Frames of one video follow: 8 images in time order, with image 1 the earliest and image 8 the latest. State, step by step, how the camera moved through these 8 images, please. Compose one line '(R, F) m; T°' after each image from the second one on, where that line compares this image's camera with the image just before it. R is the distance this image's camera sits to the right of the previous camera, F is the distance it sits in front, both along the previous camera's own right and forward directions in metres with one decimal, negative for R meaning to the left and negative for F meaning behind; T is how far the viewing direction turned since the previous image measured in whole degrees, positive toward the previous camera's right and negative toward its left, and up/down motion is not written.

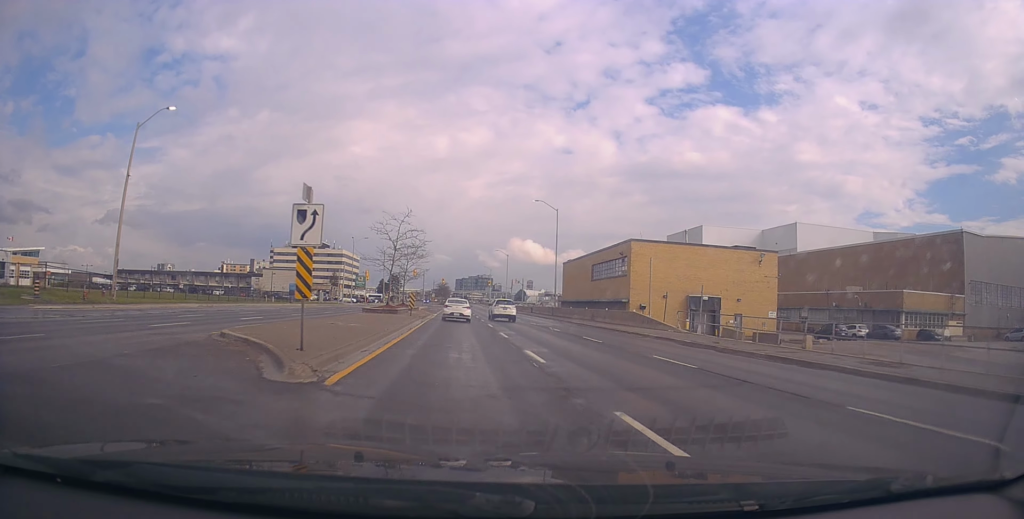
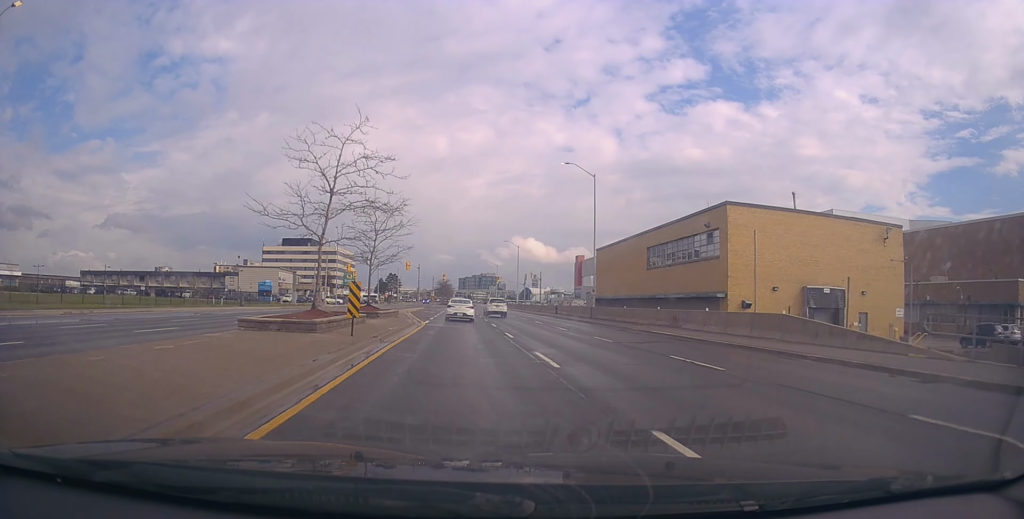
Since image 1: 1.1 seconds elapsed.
(-0.2, +19.8) m; +2°
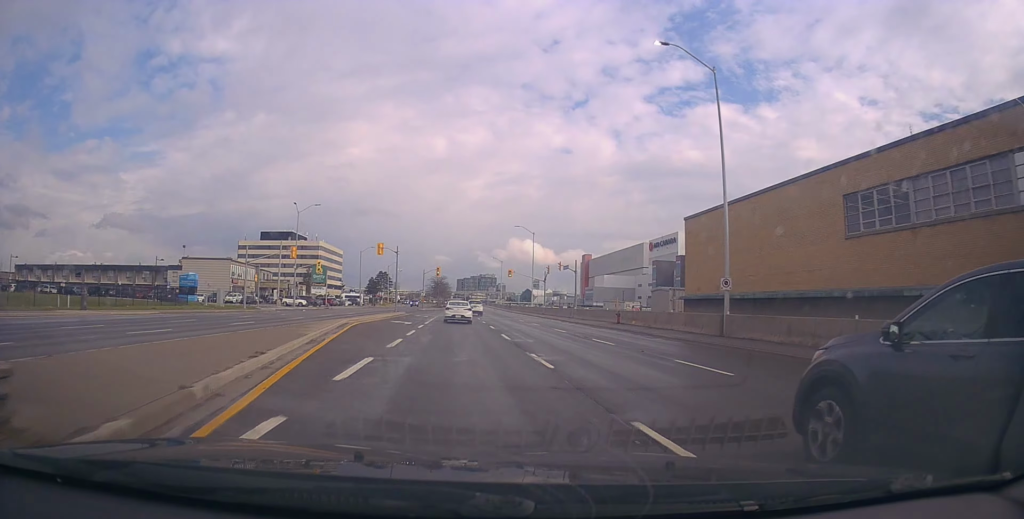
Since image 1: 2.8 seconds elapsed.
(+0.7, +27.3) m; 0°
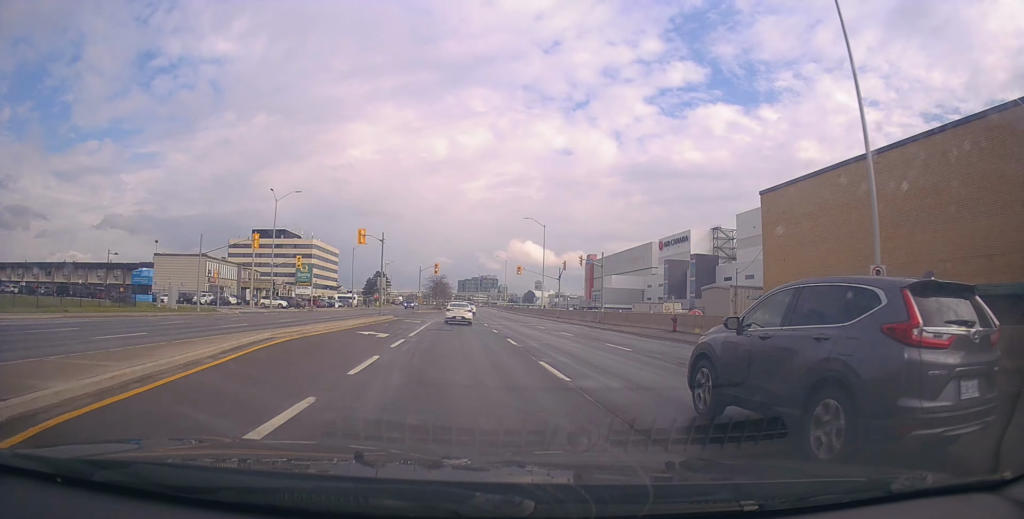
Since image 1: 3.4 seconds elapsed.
(-0.2, +11.1) m; -1°
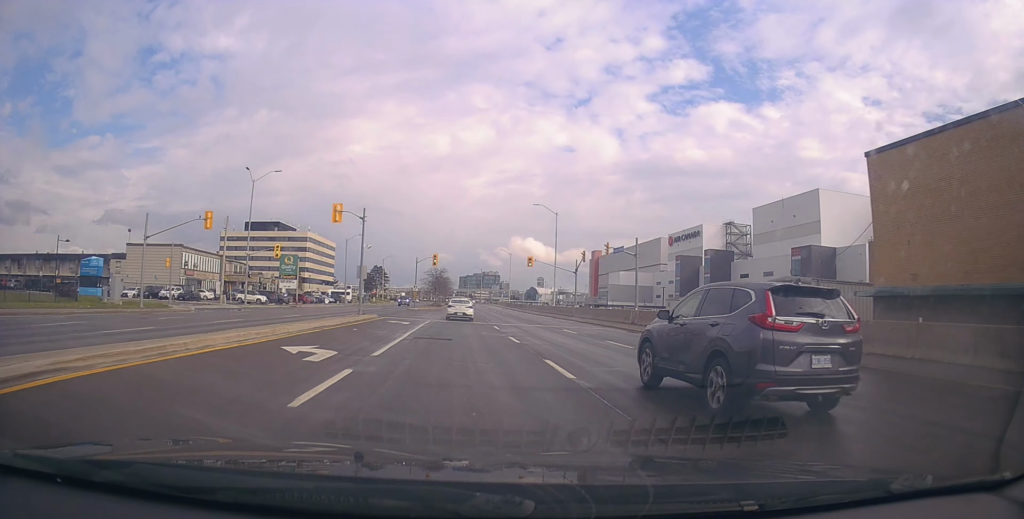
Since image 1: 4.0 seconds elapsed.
(+0.2, +9.4) m; -1°
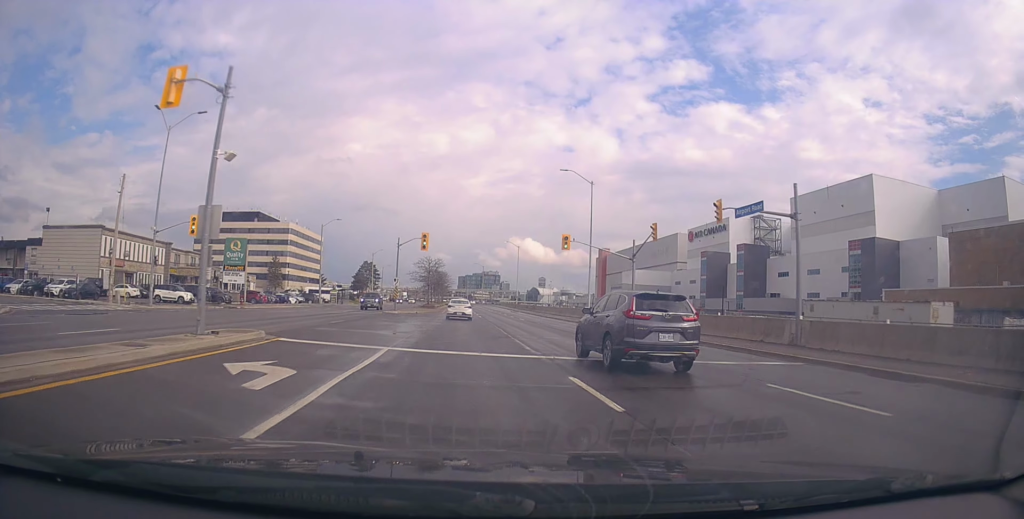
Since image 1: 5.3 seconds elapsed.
(-0.6, +21.0) m; 0°
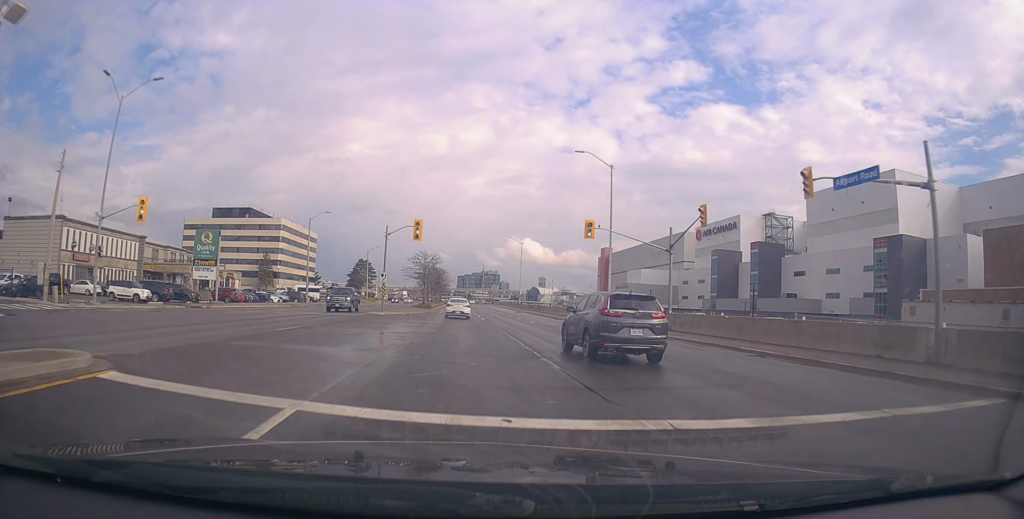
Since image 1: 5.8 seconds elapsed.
(+0.3, +8.0) m; +1°
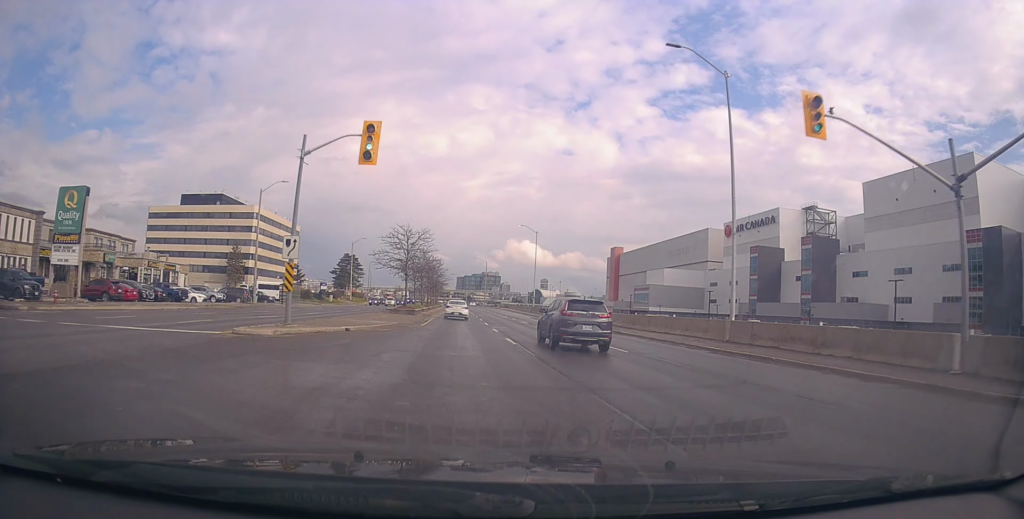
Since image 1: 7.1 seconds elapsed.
(+0.2, +22.2) m; +1°
